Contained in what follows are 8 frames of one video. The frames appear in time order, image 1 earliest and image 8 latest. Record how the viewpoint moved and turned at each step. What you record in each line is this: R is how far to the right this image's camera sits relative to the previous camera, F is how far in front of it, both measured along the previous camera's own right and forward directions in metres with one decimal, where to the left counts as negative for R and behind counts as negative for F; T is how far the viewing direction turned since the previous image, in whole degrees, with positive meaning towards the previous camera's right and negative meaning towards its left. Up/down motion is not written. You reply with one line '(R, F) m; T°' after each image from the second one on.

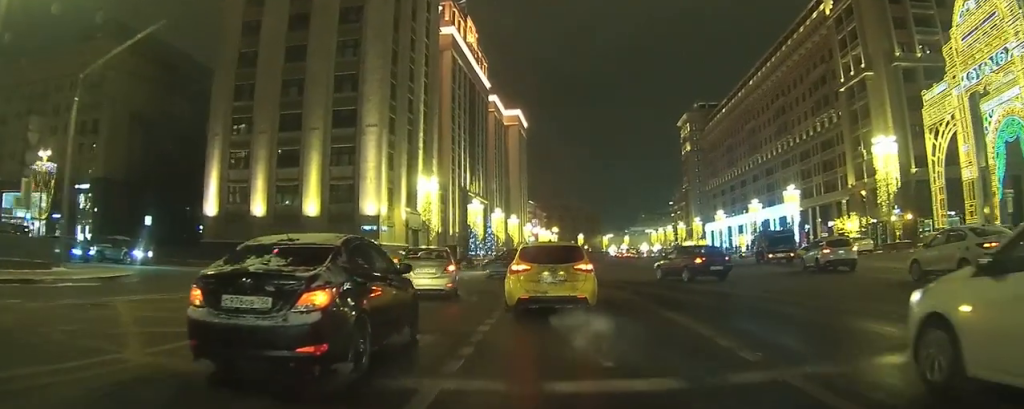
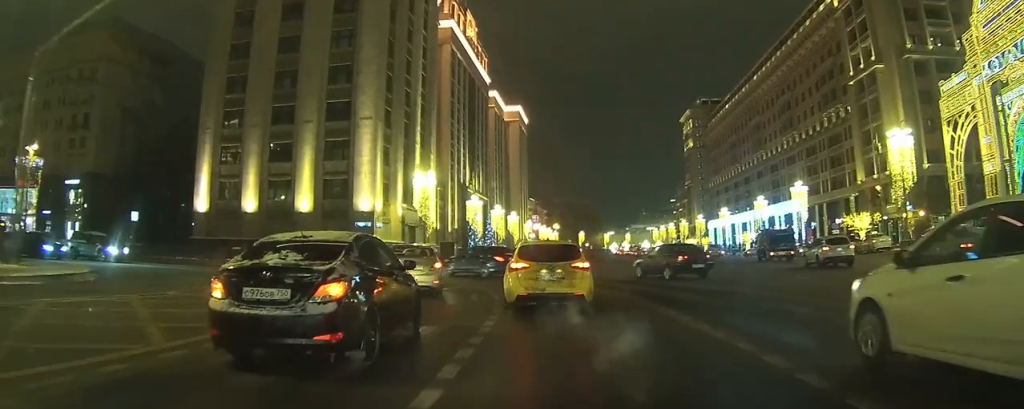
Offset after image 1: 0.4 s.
(0.0, +2.2) m; -1°
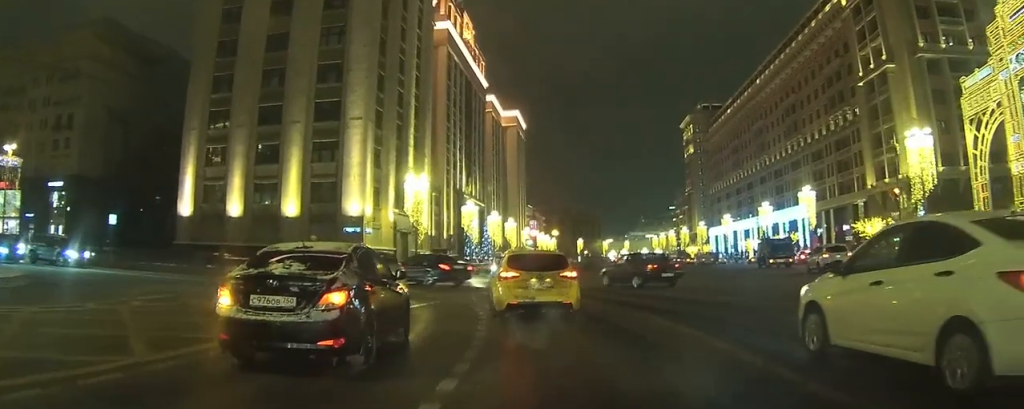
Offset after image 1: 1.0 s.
(-0.1, +3.1) m; -2°
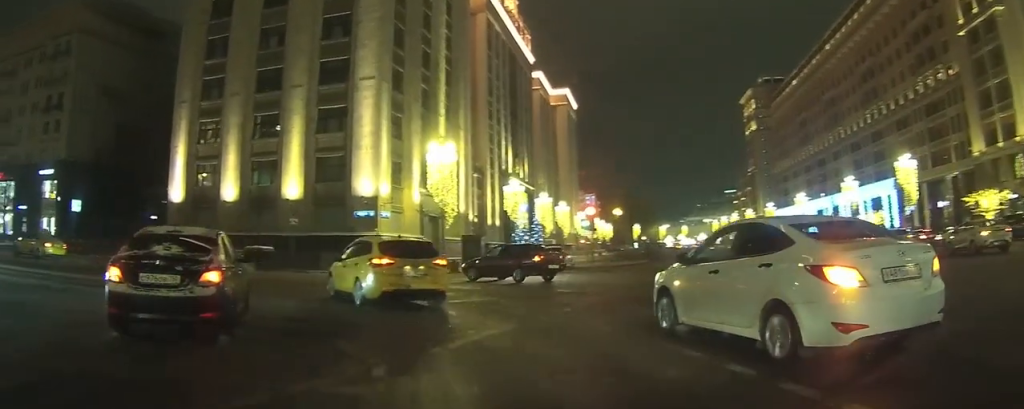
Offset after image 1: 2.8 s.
(-1.4, +11.7) m; -18°
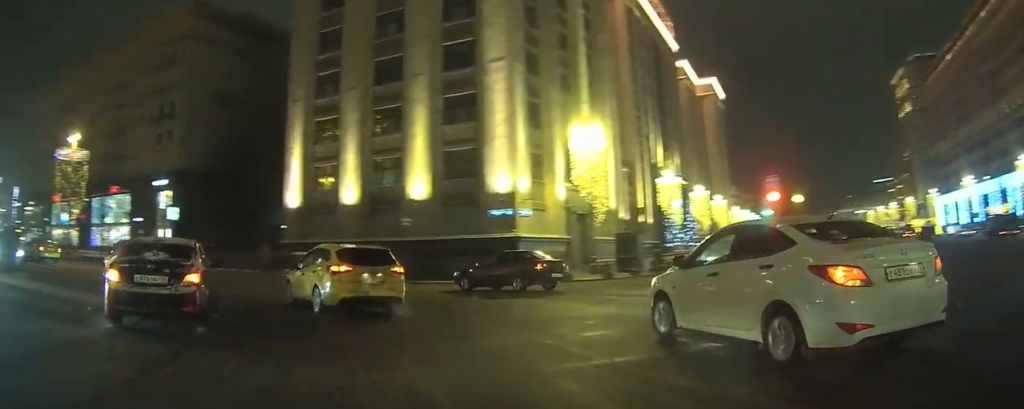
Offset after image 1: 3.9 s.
(-1.0, +7.5) m; -14°
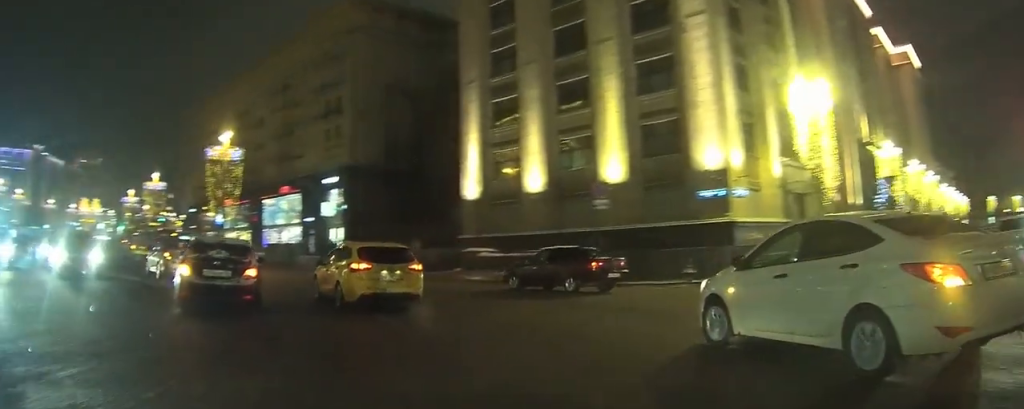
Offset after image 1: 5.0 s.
(-0.8, +7.6) m; -14°
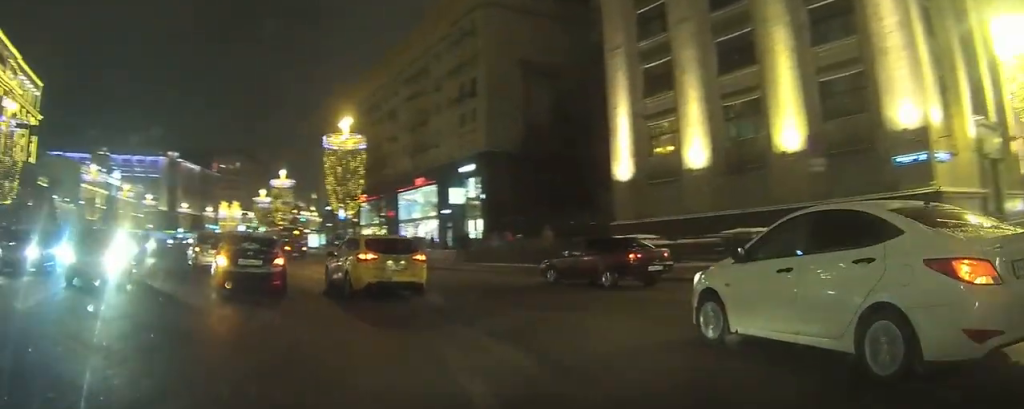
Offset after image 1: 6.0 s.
(-0.9, +7.4) m; -13°
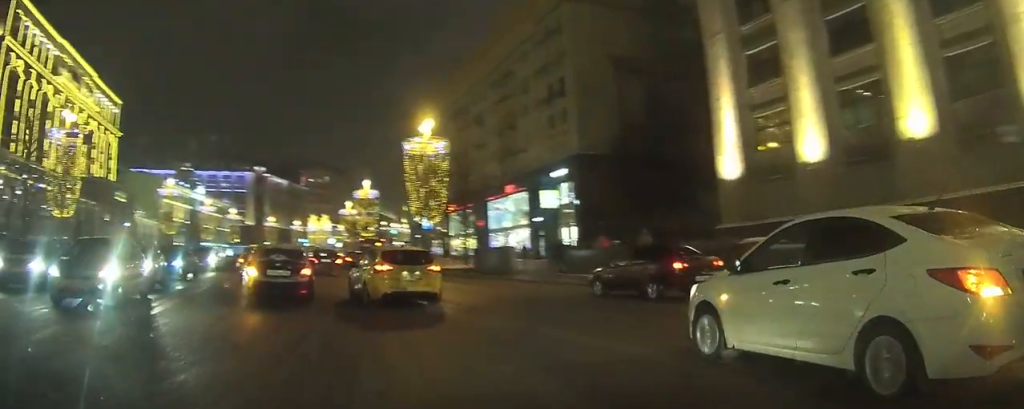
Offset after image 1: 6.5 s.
(-0.1, +4.6) m; -7°
